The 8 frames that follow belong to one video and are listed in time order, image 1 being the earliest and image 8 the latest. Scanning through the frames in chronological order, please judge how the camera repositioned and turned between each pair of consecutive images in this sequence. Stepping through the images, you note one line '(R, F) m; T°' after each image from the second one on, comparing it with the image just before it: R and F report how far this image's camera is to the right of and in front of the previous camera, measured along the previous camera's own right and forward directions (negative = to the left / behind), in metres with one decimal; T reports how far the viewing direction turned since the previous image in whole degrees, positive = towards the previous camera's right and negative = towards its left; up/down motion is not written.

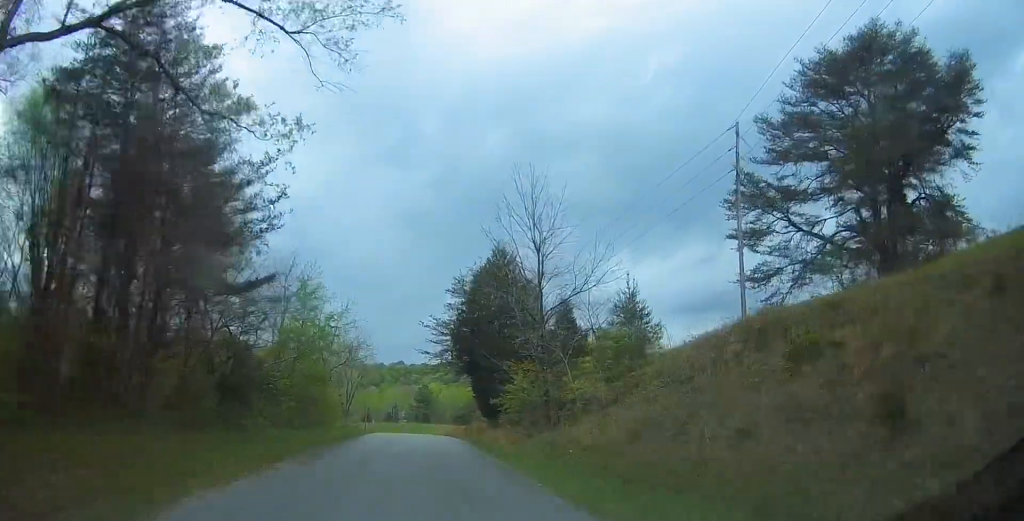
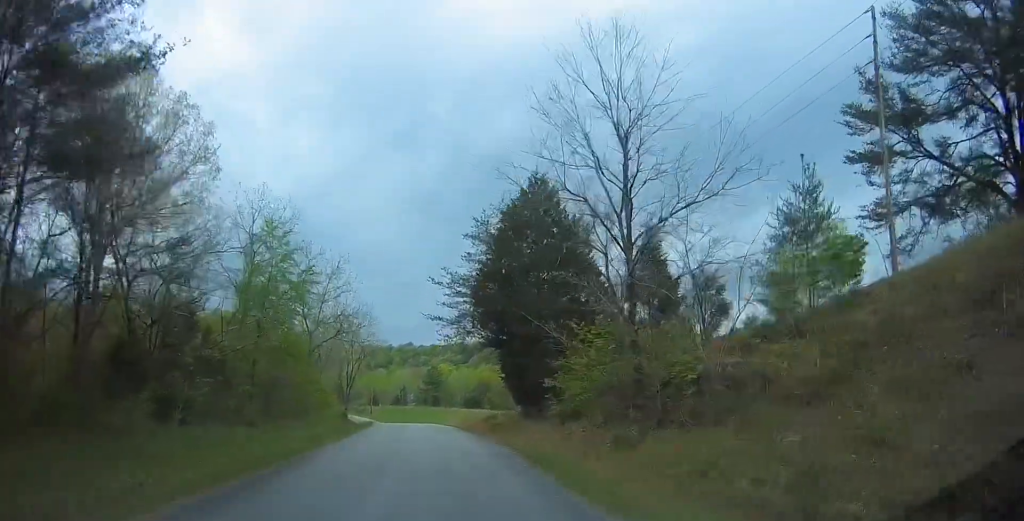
(+0.5, +11.7) m; +2°
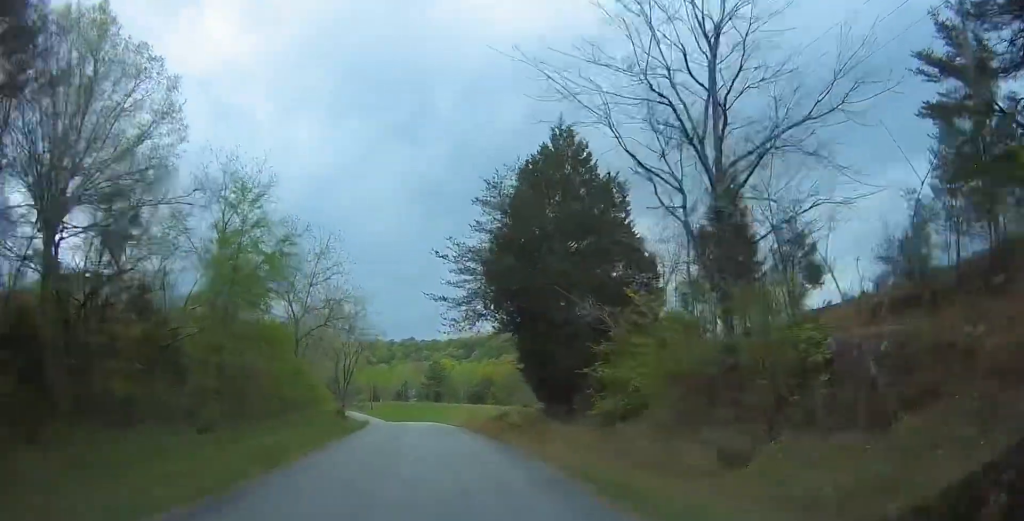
(0.0, +5.7) m; 0°
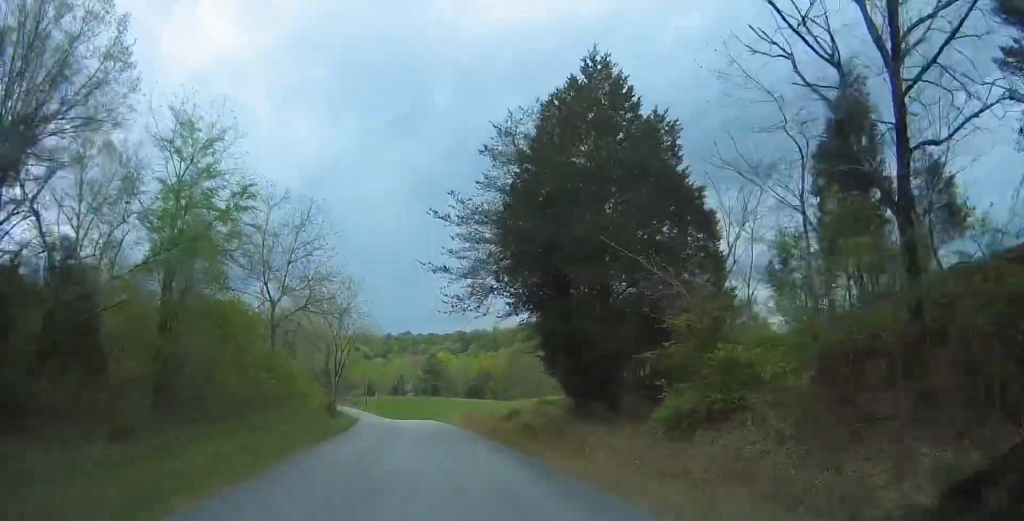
(0.0, +5.7) m; 0°
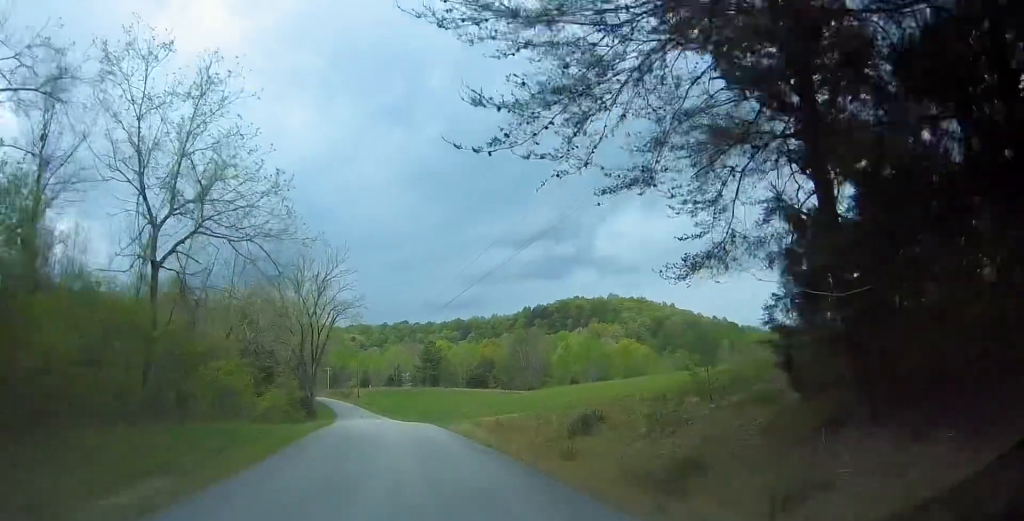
(+0.1, +16.0) m; -2°
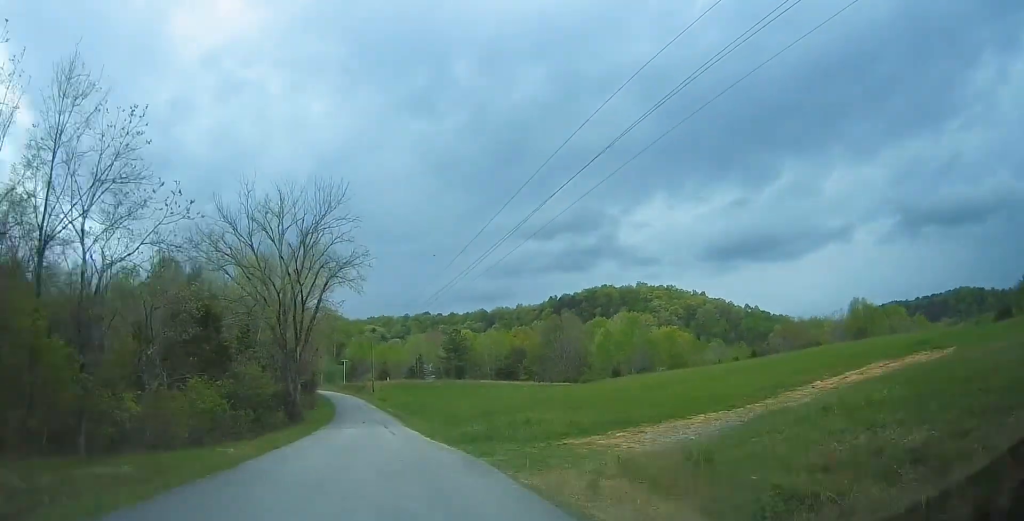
(-0.3, +18.8) m; -1°
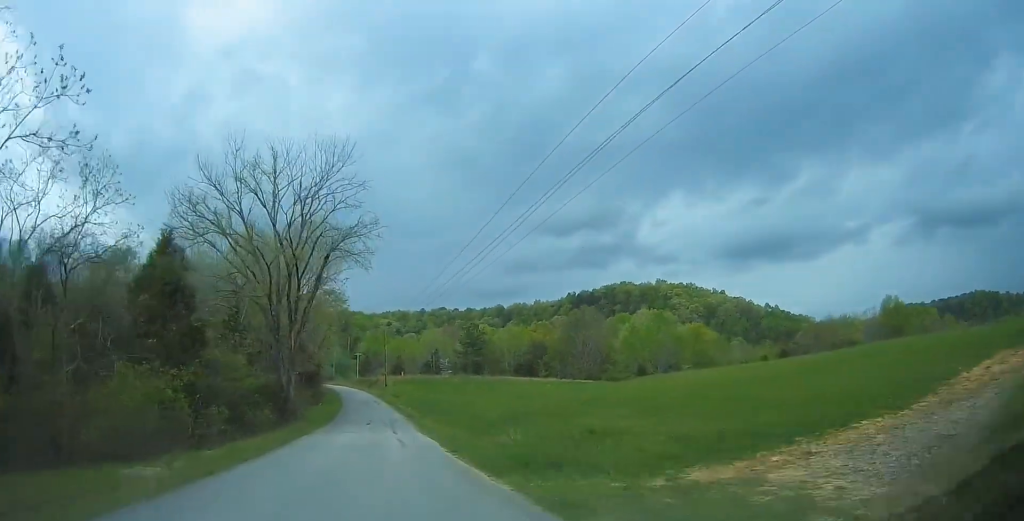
(0.0, +7.4) m; -1°
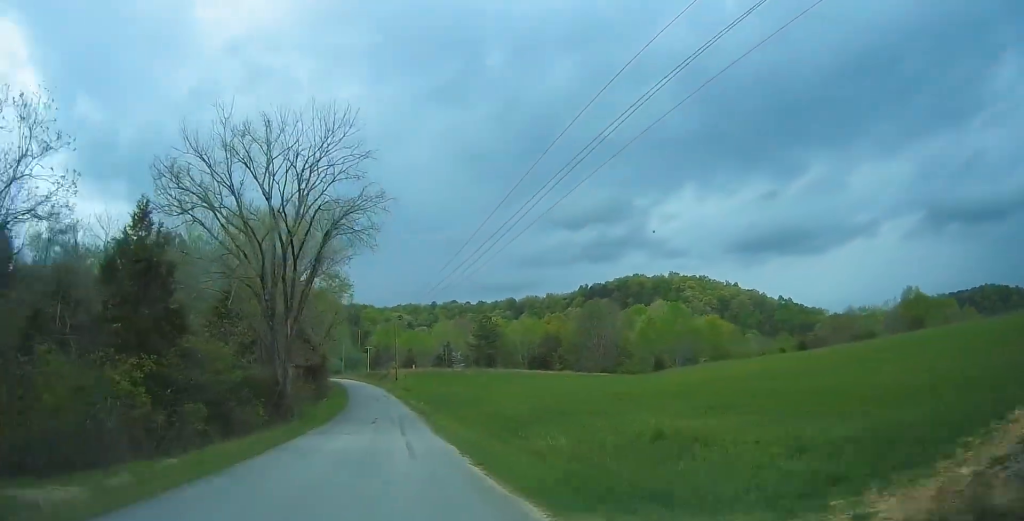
(-0.1, +4.3) m; -1°
